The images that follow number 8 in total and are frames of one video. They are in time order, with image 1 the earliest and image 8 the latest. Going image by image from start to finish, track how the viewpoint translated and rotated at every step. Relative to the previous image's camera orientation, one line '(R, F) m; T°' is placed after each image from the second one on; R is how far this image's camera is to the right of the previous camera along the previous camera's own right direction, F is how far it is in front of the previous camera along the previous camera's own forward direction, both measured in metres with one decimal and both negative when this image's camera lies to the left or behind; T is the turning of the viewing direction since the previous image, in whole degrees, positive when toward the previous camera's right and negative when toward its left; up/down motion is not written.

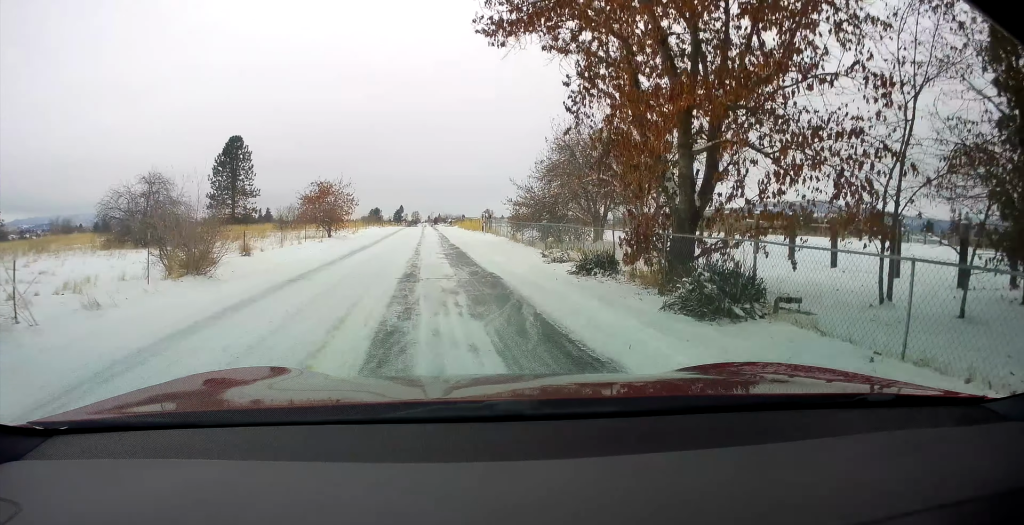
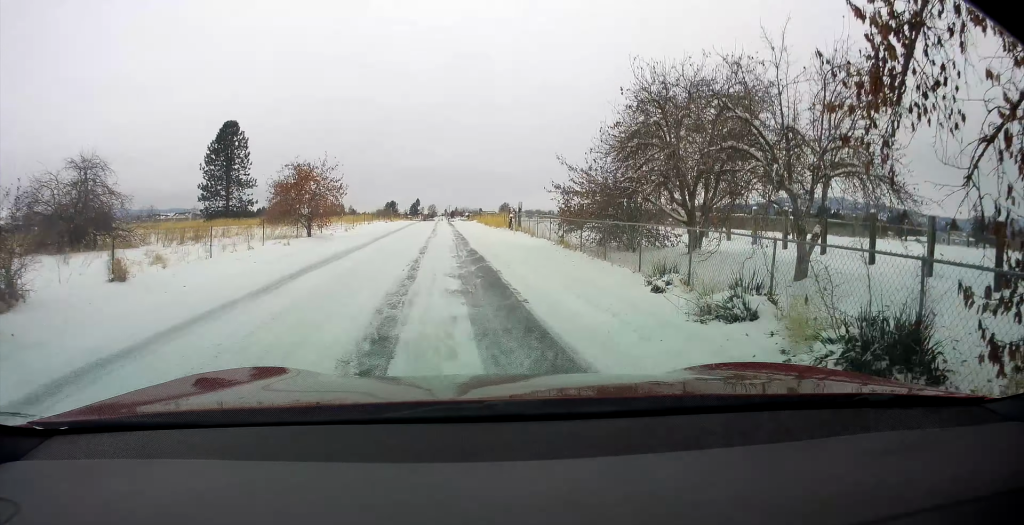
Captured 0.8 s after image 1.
(-0.1, +9.5) m; -1°
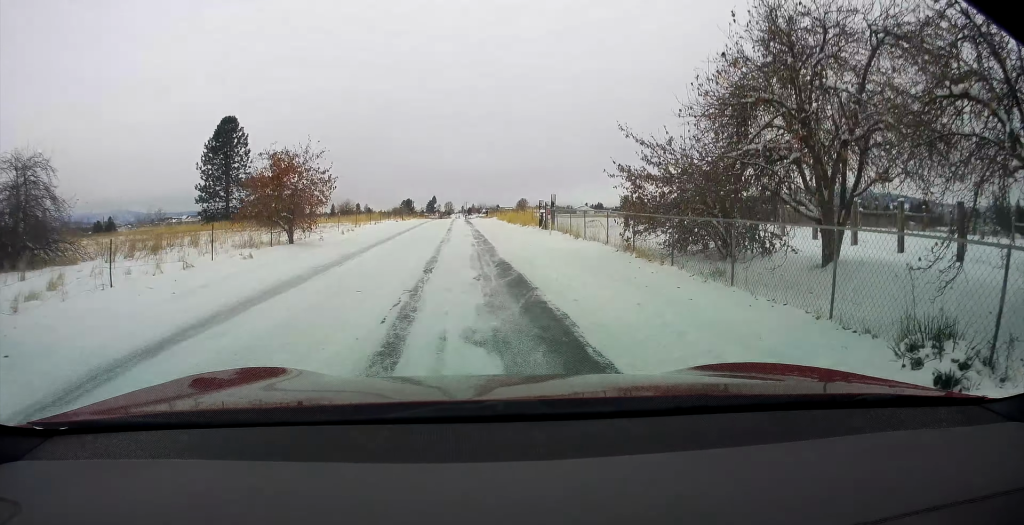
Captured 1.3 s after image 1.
(-0.1, +6.4) m; -1°
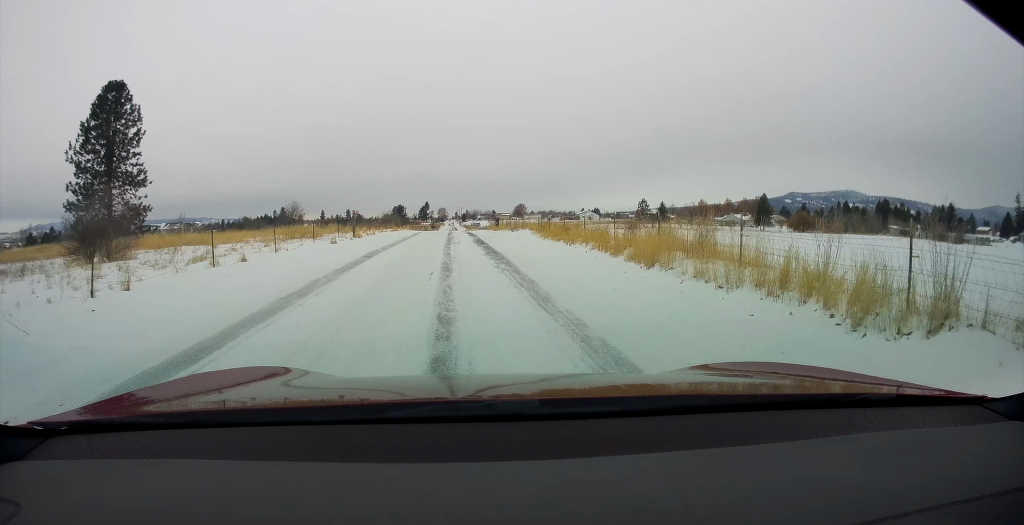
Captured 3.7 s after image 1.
(+0.4, +32.4) m; +2°
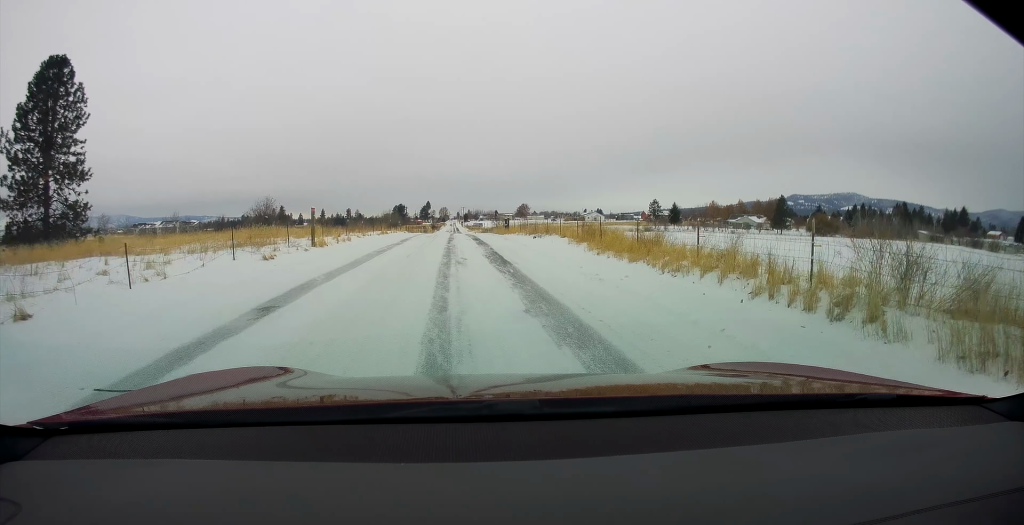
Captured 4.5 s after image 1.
(+0.2, +10.9) m; -1°
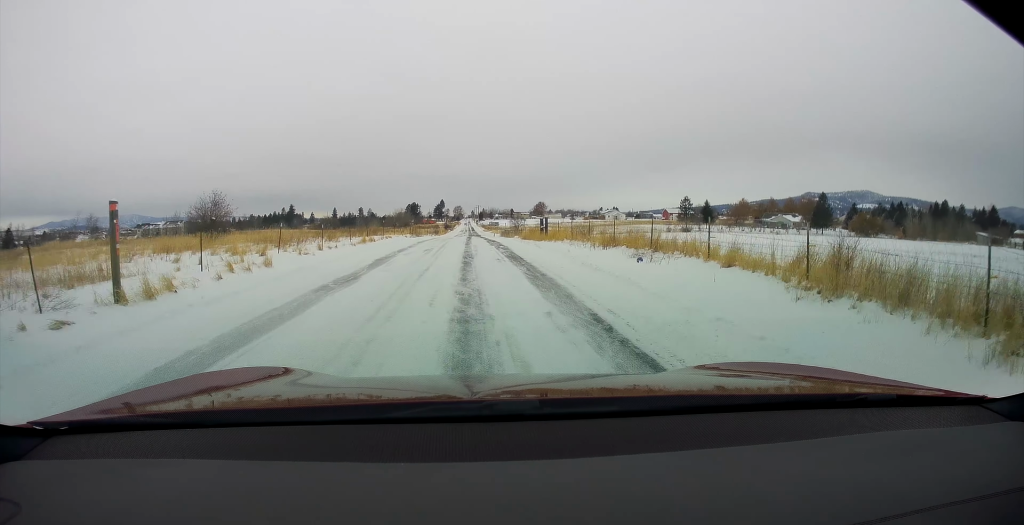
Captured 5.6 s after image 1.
(-0.5, +16.1) m; -1°
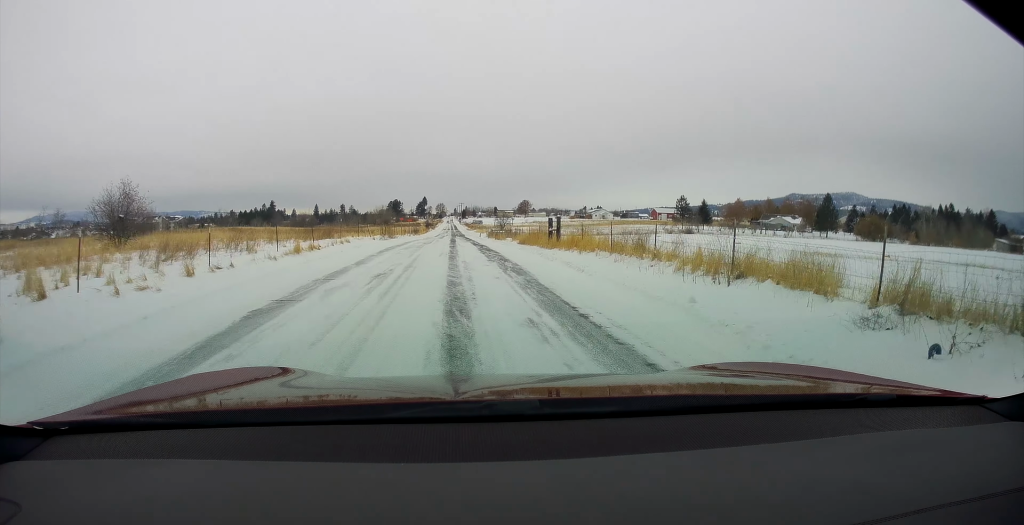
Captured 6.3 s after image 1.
(0.0, +11.1) m; +1°
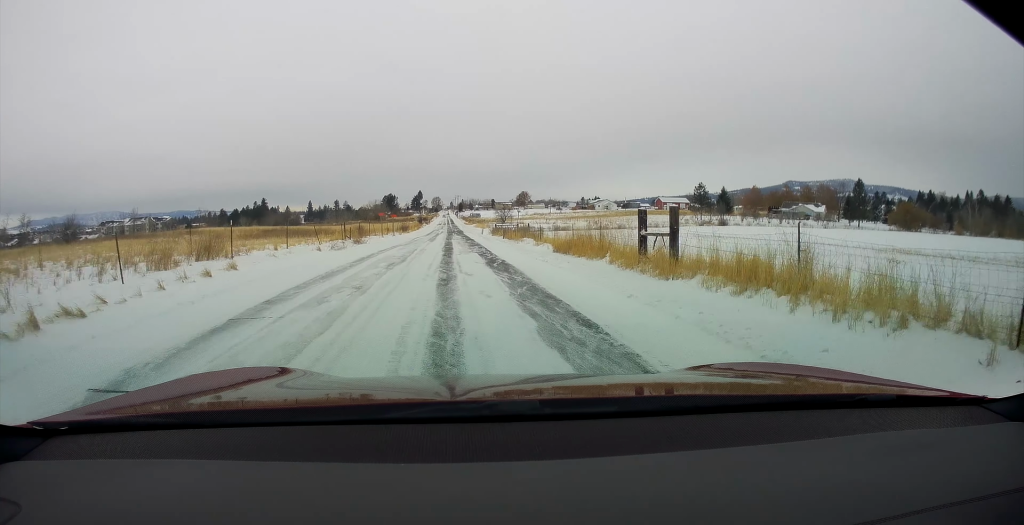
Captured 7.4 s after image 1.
(+0.4, +16.4) m; 0°
